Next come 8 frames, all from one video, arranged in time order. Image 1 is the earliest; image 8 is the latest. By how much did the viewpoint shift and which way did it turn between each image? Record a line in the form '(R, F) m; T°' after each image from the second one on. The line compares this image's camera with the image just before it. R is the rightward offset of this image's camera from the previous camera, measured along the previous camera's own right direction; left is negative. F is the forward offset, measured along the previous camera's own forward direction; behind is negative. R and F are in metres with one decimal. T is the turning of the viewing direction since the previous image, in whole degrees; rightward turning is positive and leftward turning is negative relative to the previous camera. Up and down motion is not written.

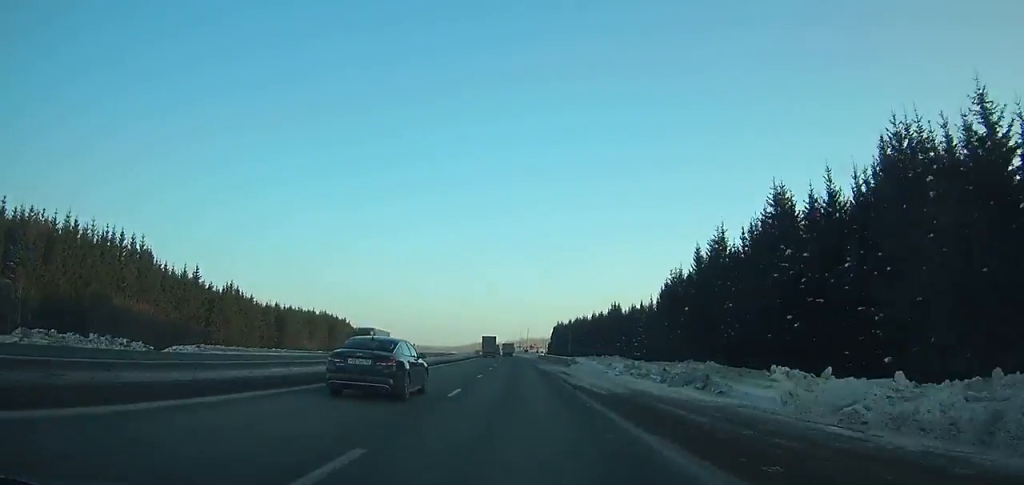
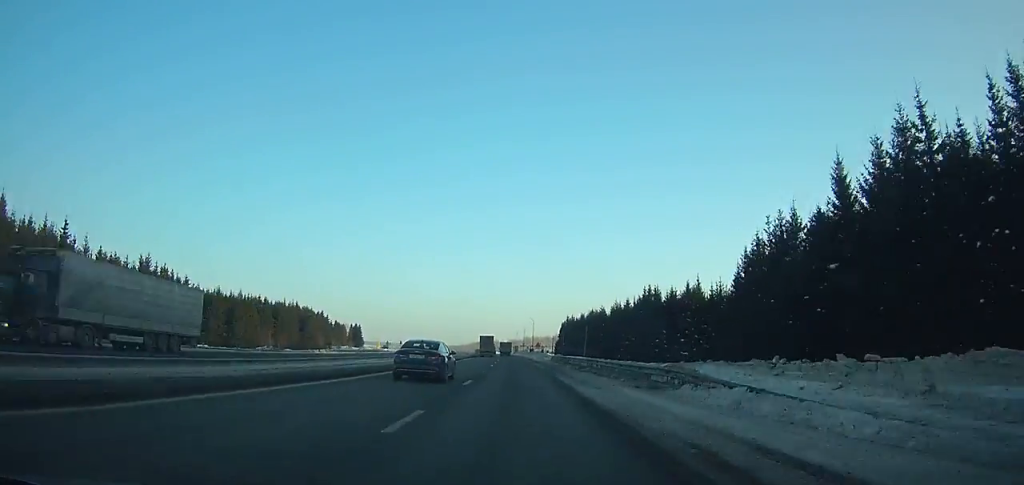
(+0.1, +31.5) m; 0°
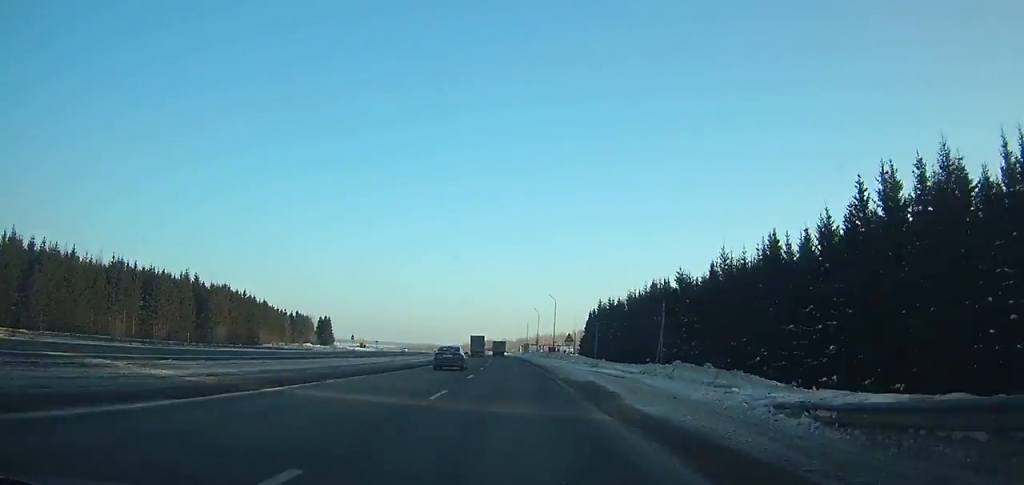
(-0.7, +65.0) m; -2°
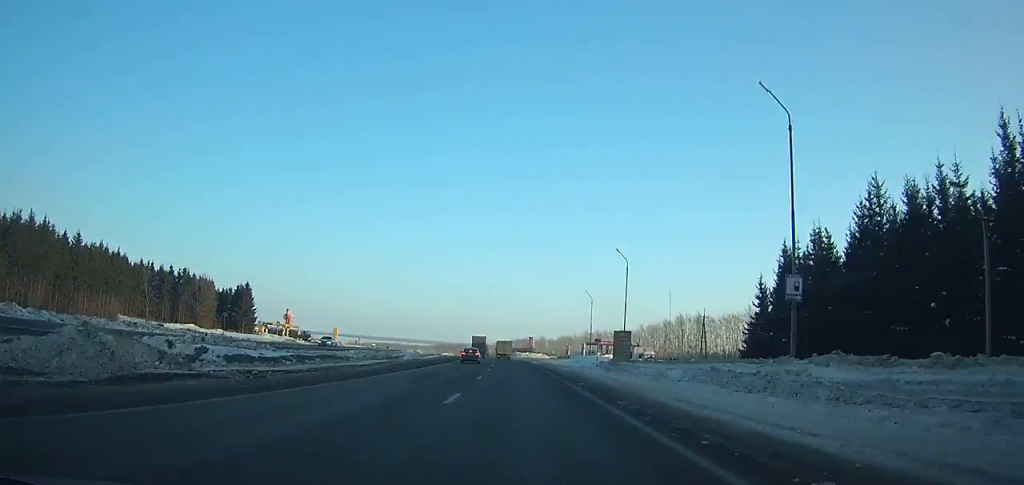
(-3.4, +106.7) m; -3°
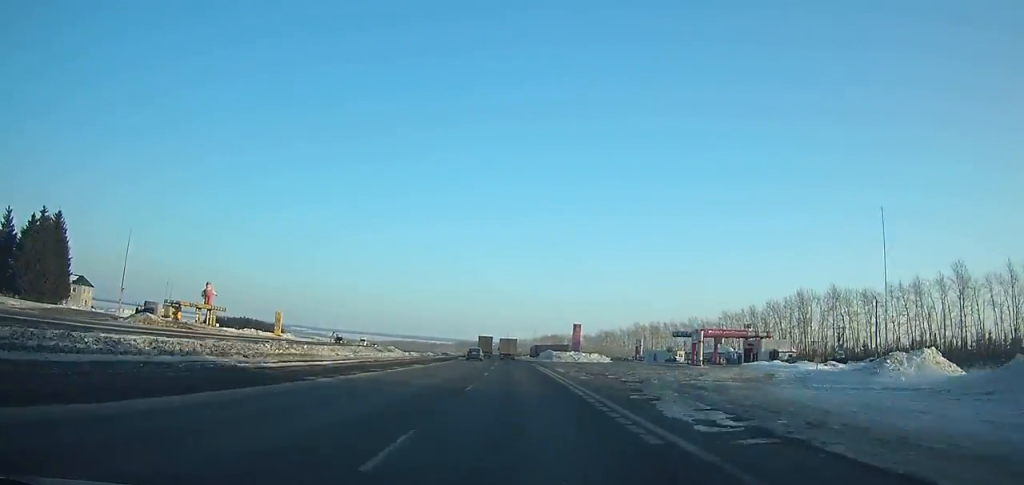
(-1.7, +79.2) m; -2°
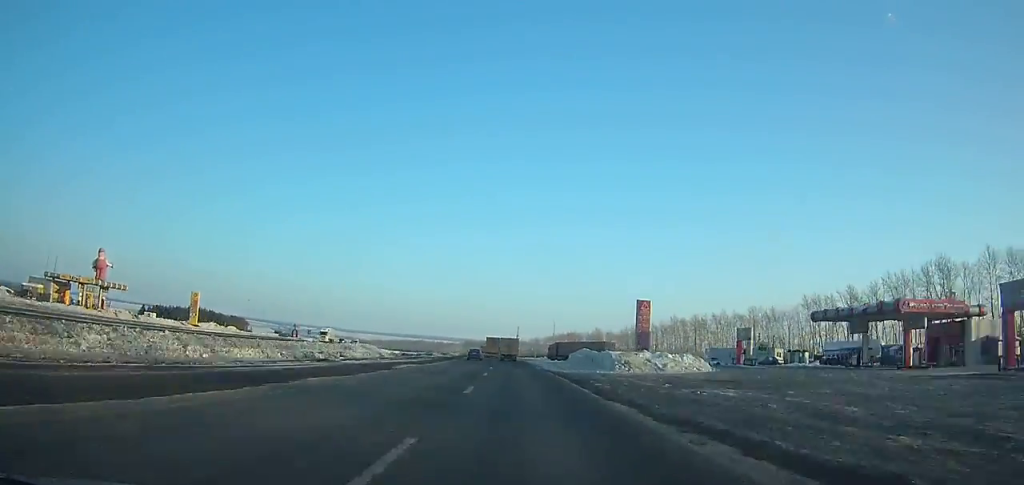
(-0.4, +48.3) m; -1°
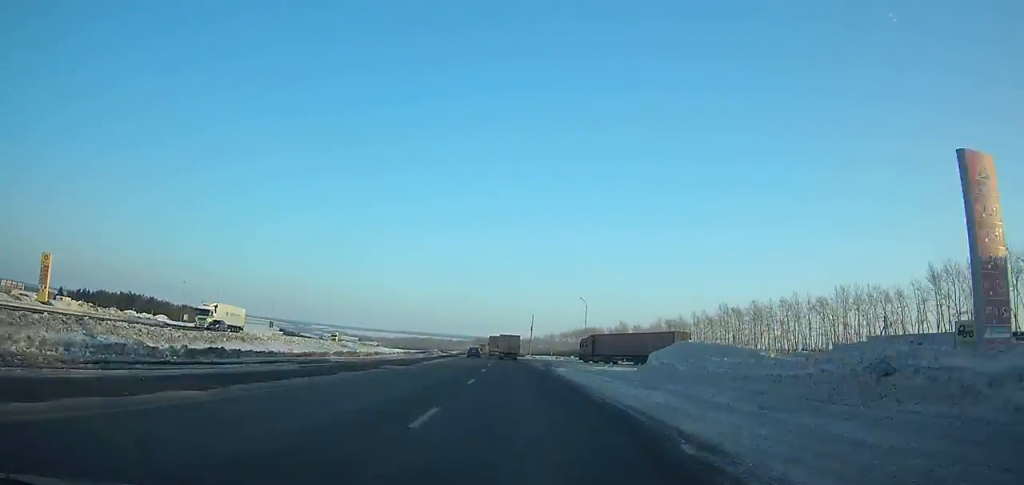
(-0.4, +43.3) m; -1°
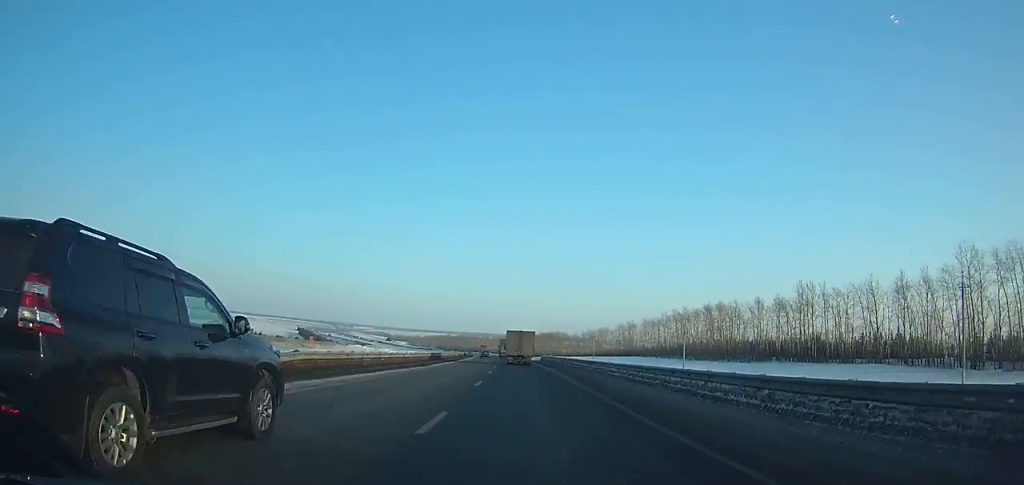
(-5.5, +154.3) m; -4°
